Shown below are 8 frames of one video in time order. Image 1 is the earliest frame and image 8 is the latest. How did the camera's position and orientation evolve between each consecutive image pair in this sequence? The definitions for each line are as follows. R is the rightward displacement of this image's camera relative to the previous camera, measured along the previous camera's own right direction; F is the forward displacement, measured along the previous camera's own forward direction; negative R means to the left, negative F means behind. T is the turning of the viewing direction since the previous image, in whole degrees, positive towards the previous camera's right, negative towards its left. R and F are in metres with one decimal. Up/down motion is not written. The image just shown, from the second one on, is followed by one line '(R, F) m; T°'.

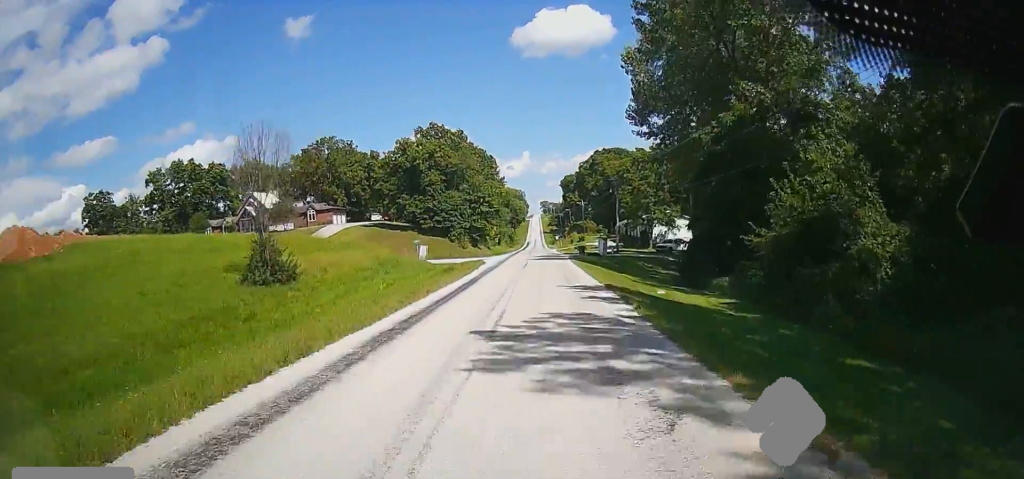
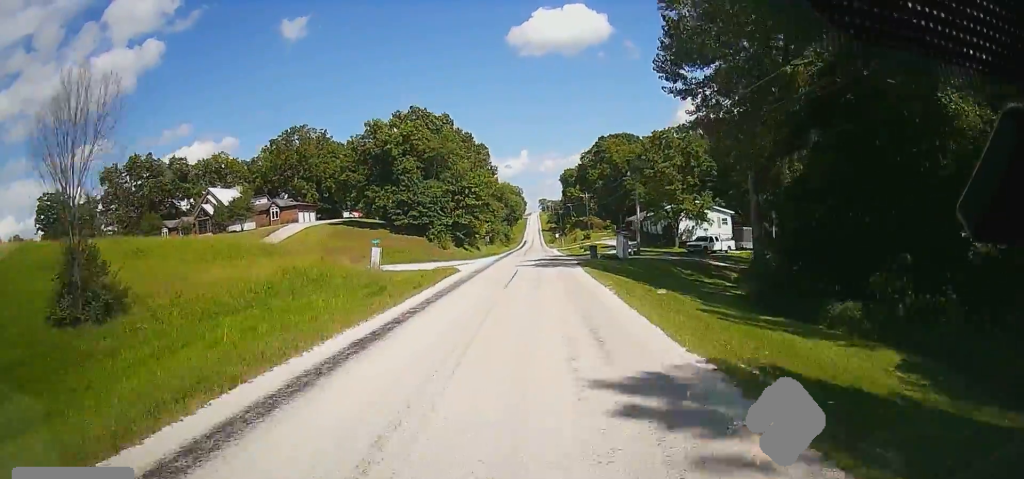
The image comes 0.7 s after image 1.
(0.0, +17.1) m; 0°
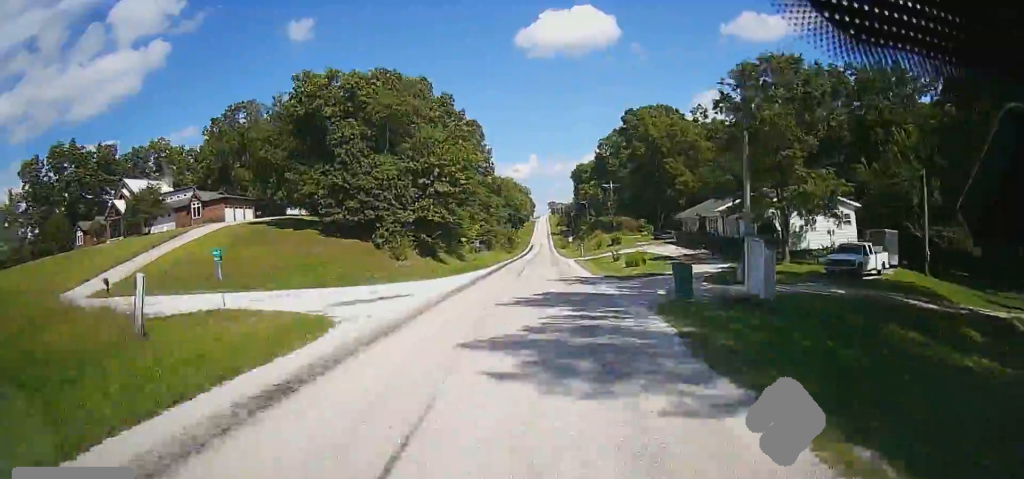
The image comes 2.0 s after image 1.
(0.0, +28.9) m; 0°
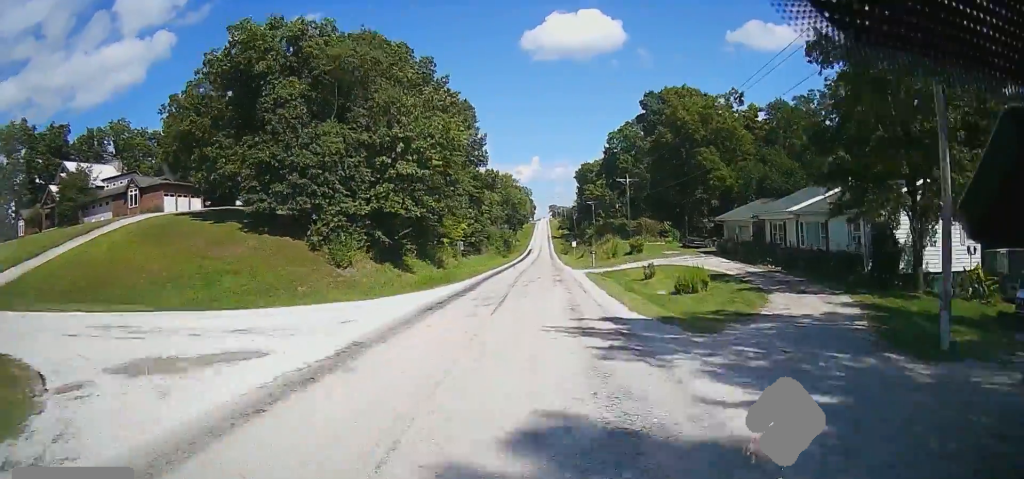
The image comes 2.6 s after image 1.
(0.0, +15.6) m; 0°
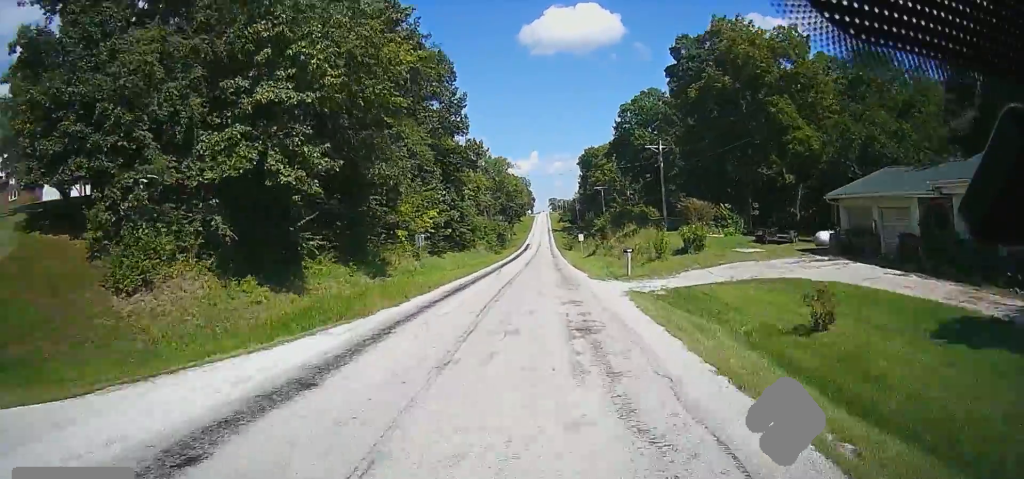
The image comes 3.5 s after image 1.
(0.0, +20.4) m; 0°
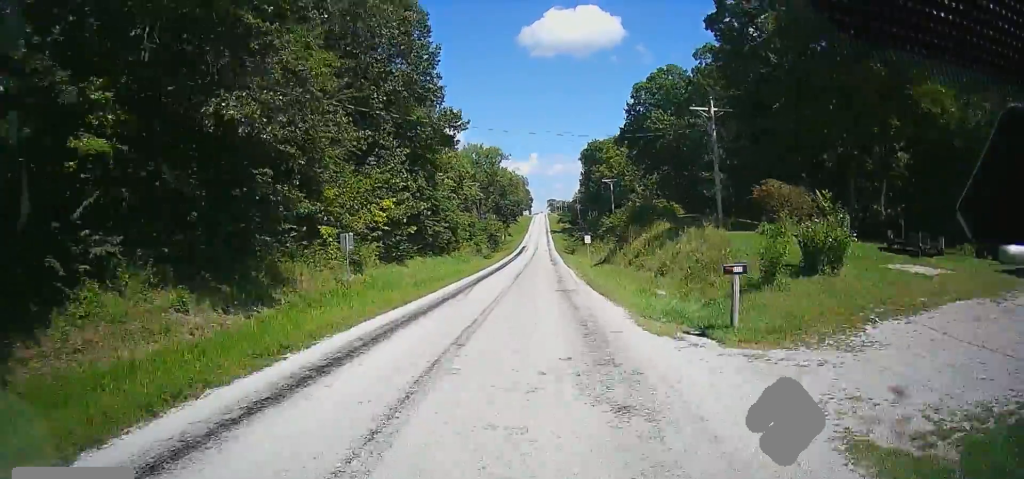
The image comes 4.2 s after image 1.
(0.0, +15.6) m; 0°
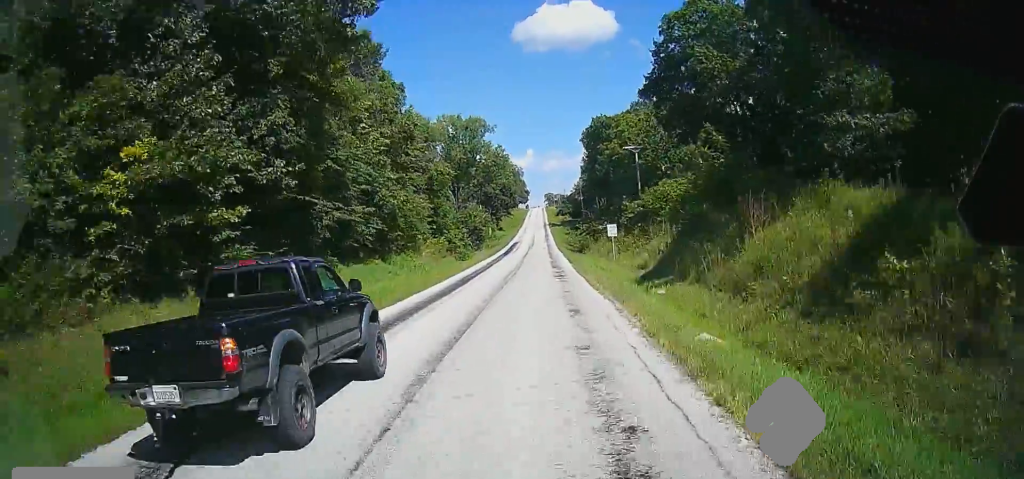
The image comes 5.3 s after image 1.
(0.0, +25.8) m; +1°
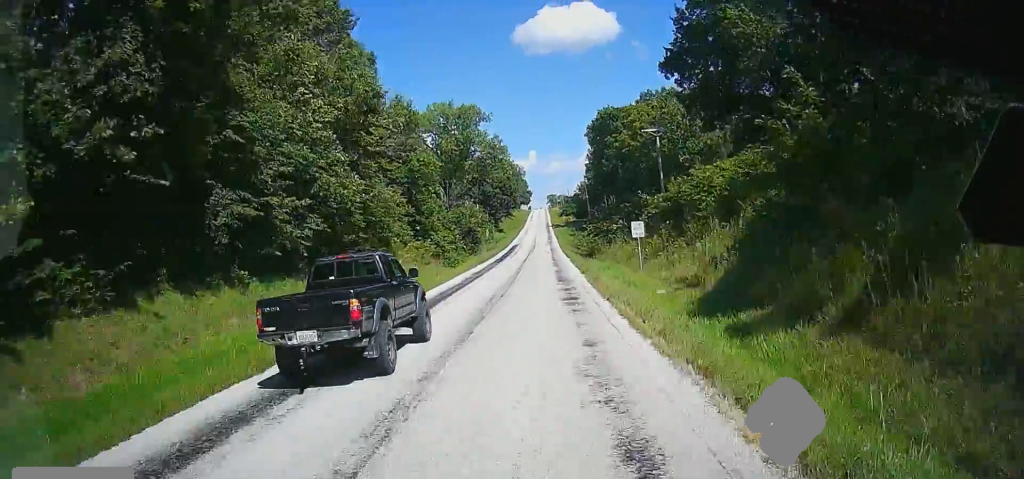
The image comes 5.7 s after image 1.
(0.0, +10.2) m; 0°
